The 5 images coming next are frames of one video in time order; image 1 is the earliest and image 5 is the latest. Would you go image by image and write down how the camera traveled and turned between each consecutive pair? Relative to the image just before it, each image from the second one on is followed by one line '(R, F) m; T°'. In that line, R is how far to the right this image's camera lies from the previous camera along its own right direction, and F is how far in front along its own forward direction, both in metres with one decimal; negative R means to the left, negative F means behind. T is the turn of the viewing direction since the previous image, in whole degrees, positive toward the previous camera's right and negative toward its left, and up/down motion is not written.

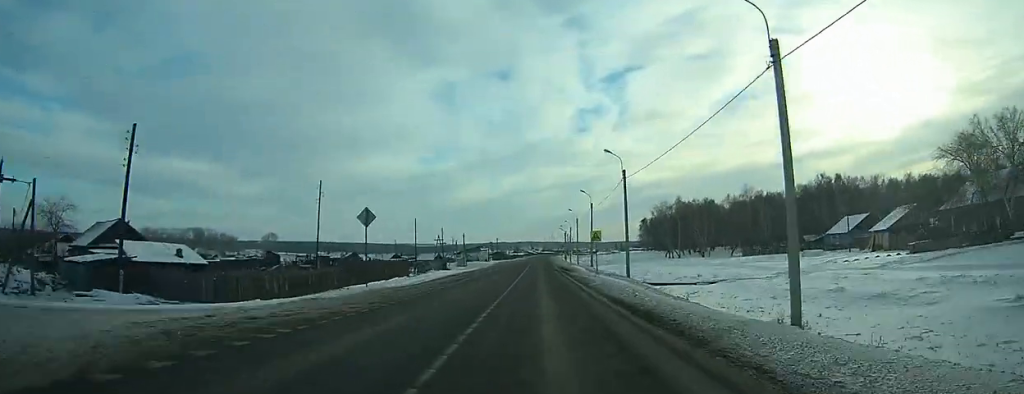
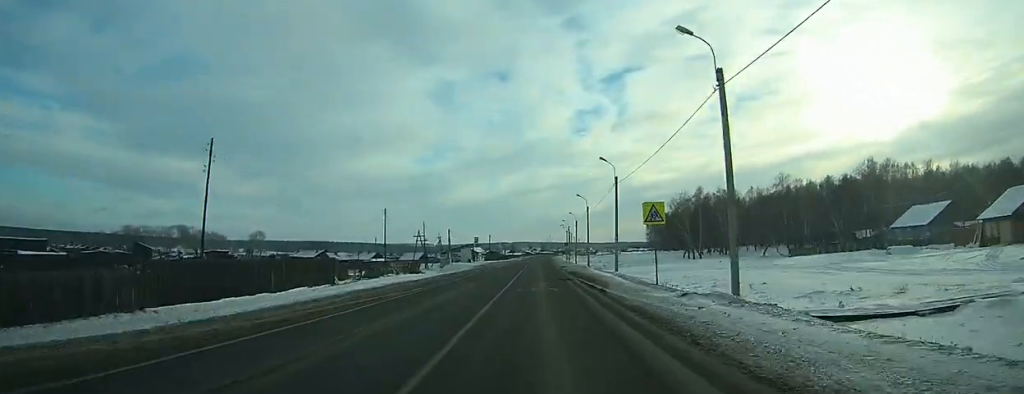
(0.0, +24.8) m; 0°
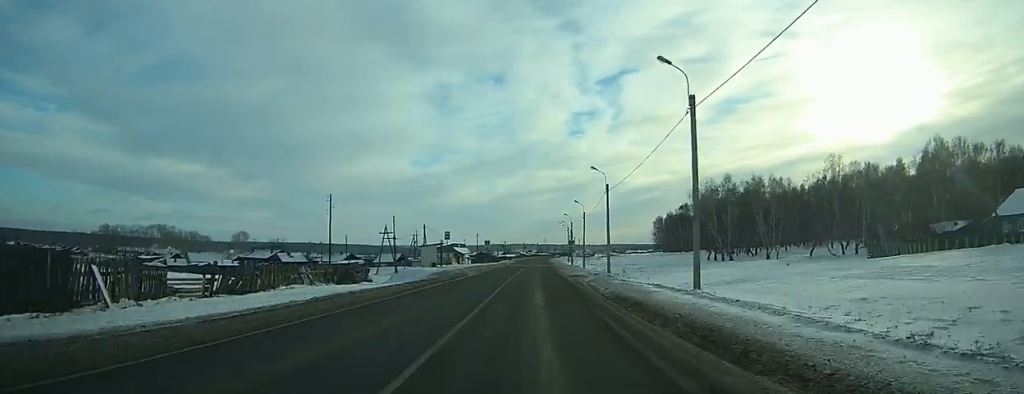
(0.0, +25.7) m; 0°
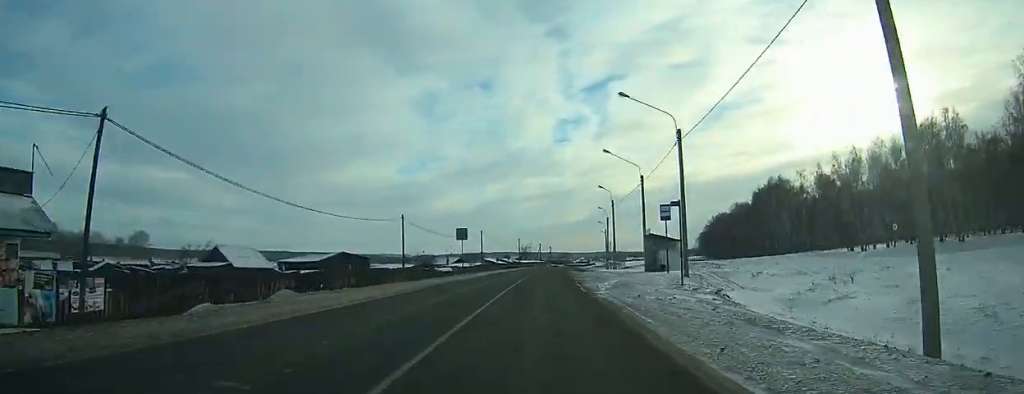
(+1.9, +136.9) m; +2°
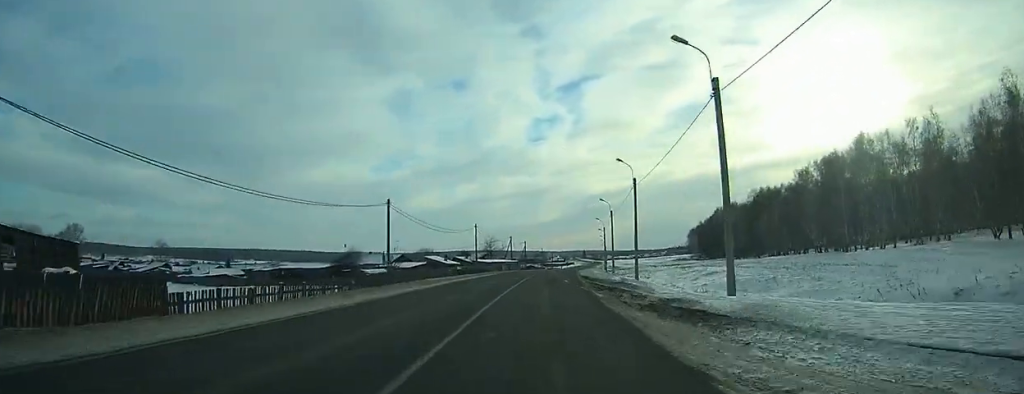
(+0.8, +45.4) m; +2°
